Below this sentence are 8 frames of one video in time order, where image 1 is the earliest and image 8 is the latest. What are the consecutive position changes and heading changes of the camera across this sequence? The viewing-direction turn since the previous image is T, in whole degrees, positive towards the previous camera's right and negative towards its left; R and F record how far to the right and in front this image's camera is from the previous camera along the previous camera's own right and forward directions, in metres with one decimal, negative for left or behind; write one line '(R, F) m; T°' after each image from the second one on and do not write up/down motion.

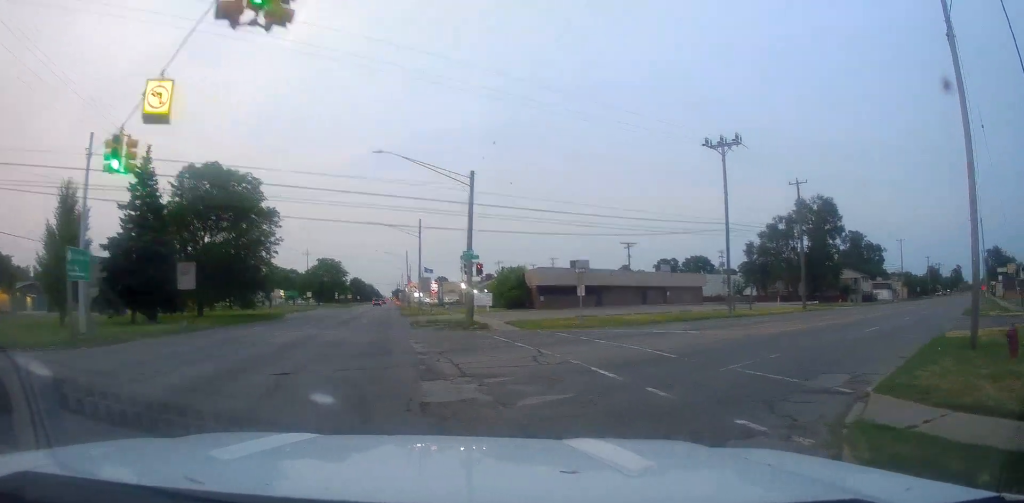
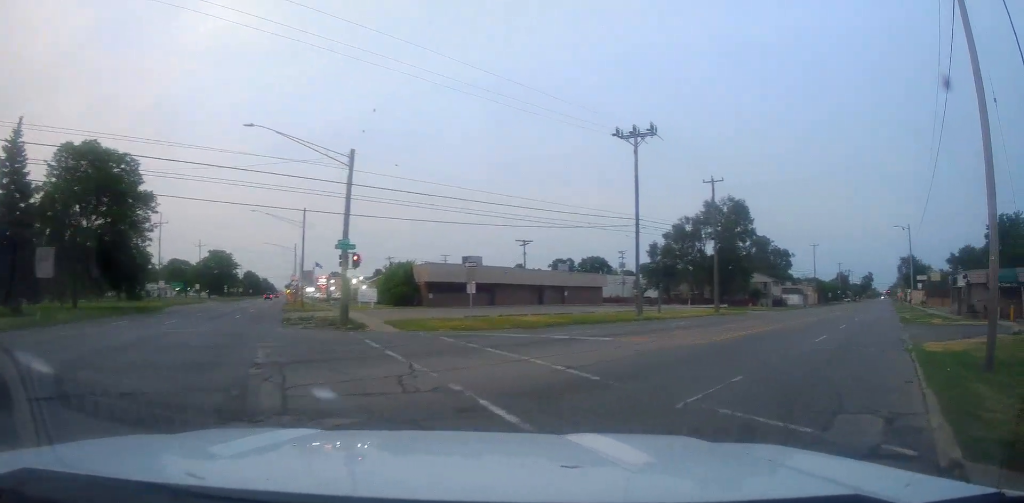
(-0.1, +5.6) m; +3°
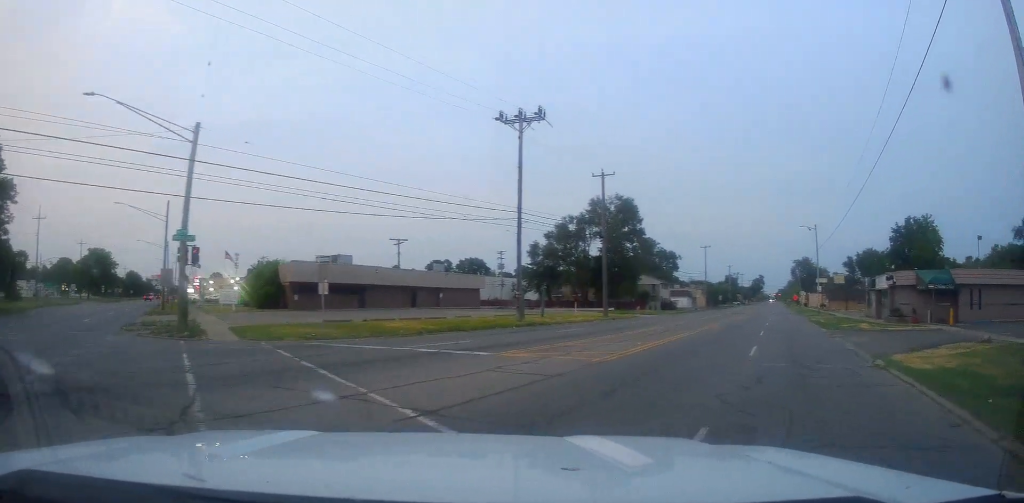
(-0.4, +5.6) m; +4°
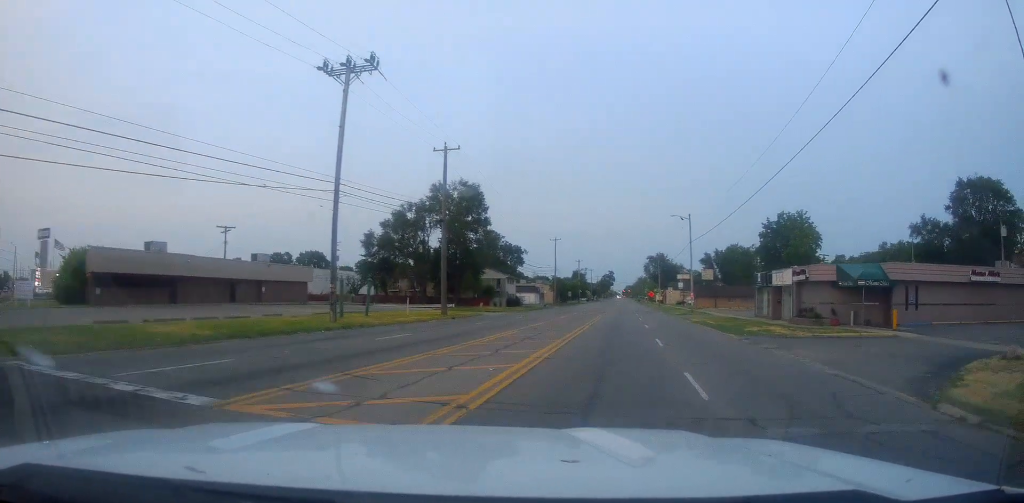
(+1.4, +8.3) m; +16°
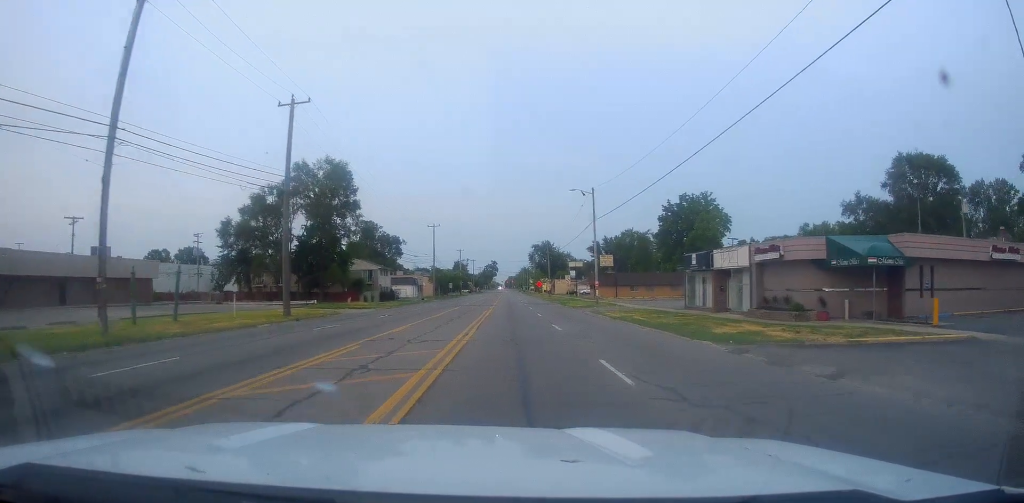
(+1.1, +9.1) m; +20°
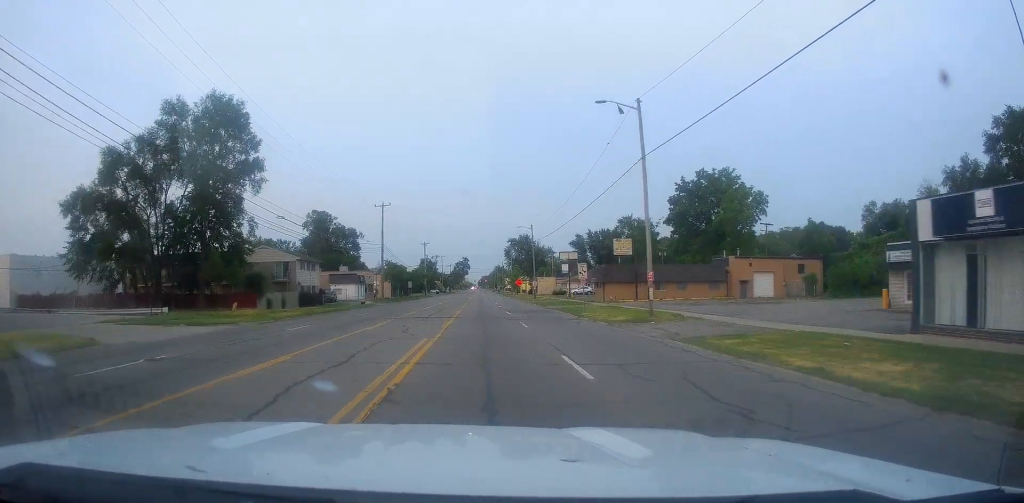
(+5.9, +21.3) m; +23°
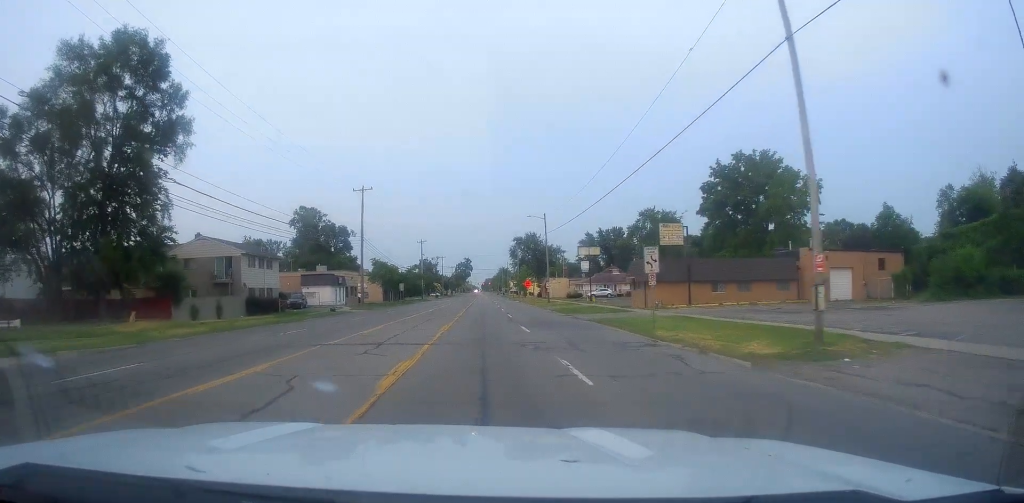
(+0.6, +13.7) m; -1°
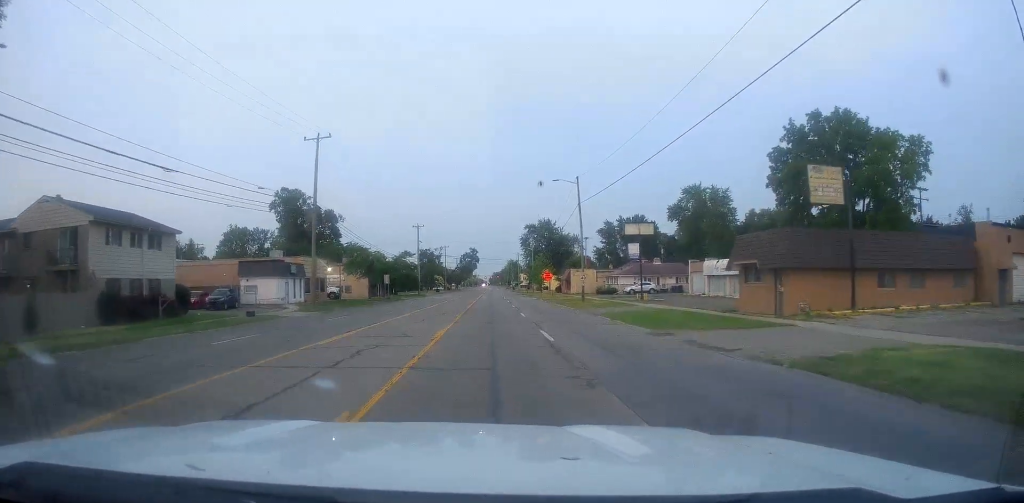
(-1.0, +20.1) m; -3°
